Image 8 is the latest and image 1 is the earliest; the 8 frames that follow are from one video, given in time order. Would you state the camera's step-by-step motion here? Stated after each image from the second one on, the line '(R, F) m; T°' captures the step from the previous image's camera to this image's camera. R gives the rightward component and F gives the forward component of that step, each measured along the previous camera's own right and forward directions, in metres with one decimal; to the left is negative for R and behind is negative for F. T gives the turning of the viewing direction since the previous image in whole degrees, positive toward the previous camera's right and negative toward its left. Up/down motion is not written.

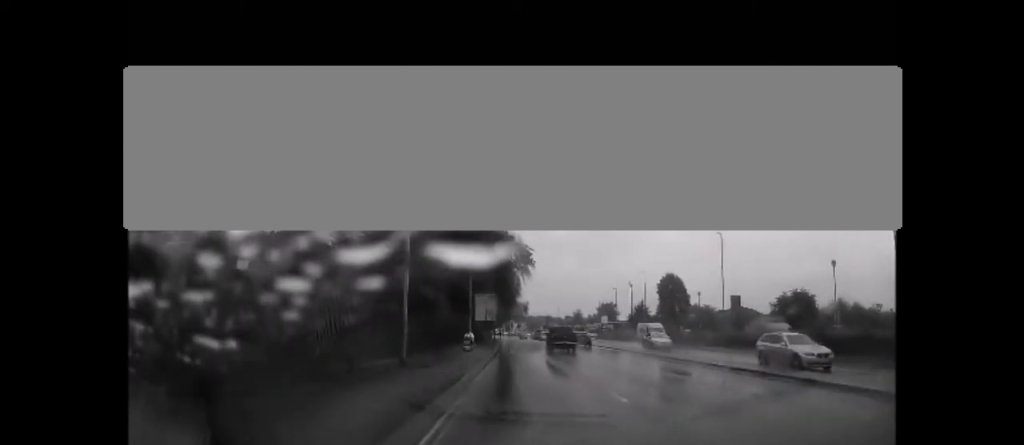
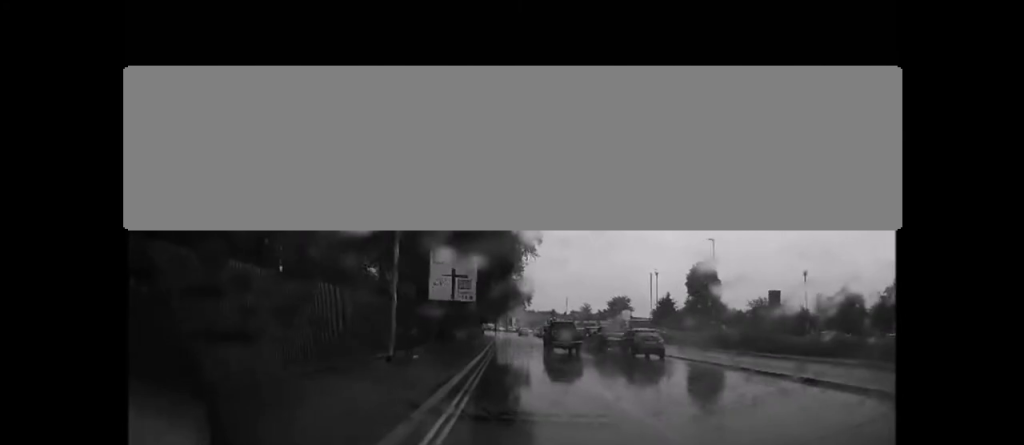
(+0.9, +26.2) m; +2°
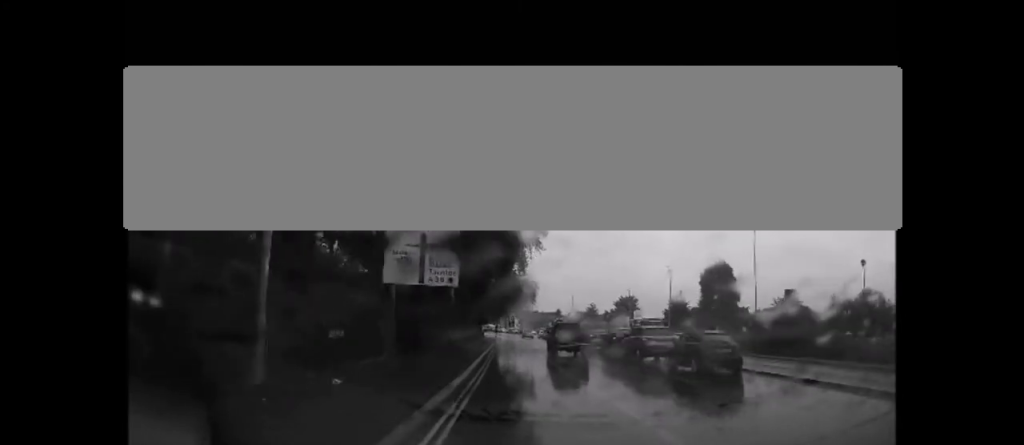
(0.0, +8.4) m; 0°
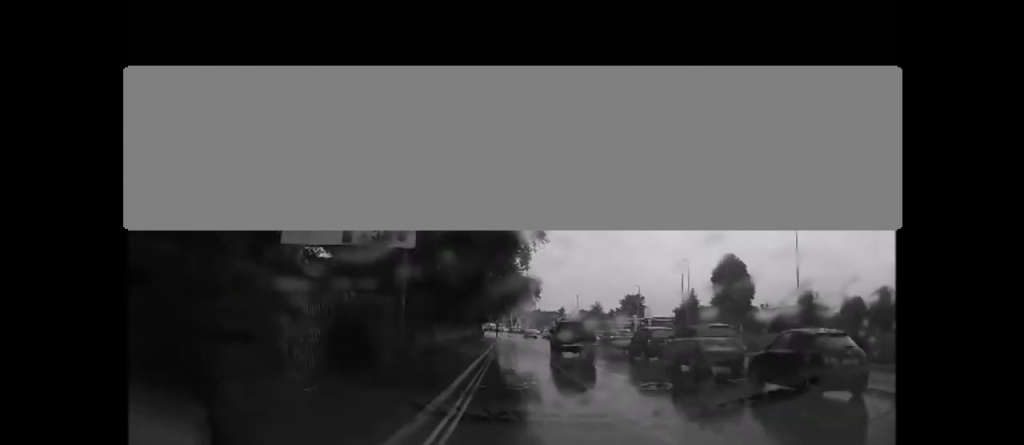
(0.0, +6.6) m; 0°
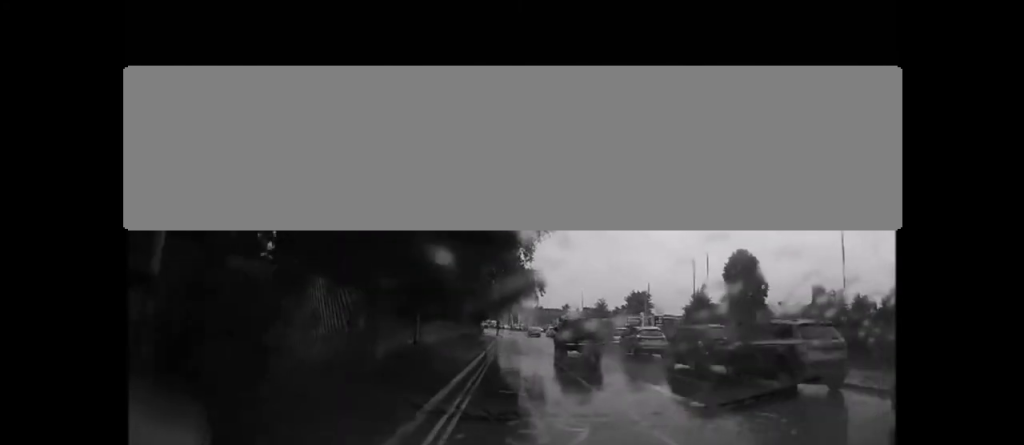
(0.0, +5.7) m; 0°
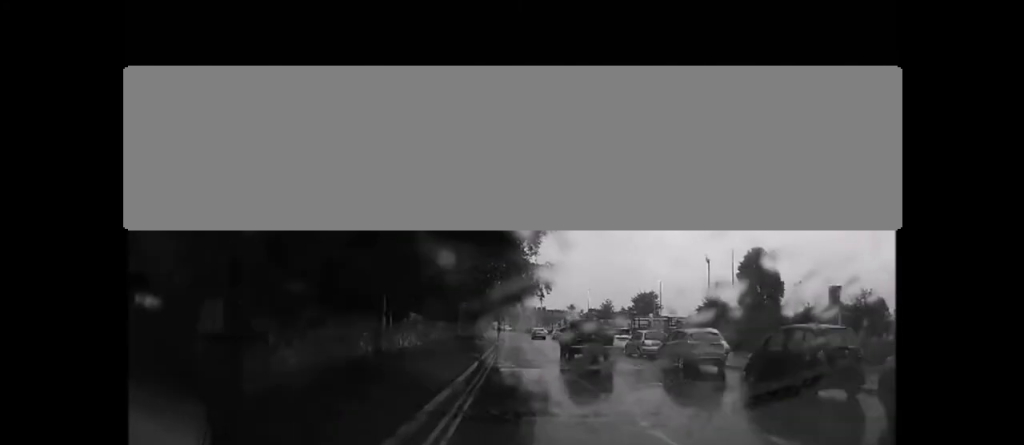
(0.0, +6.1) m; 0°
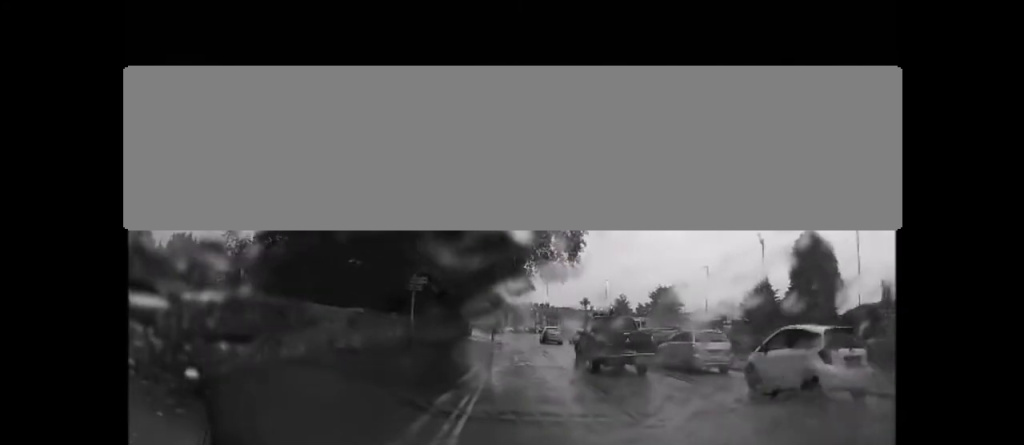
(-0.2, +20.9) m; -1°
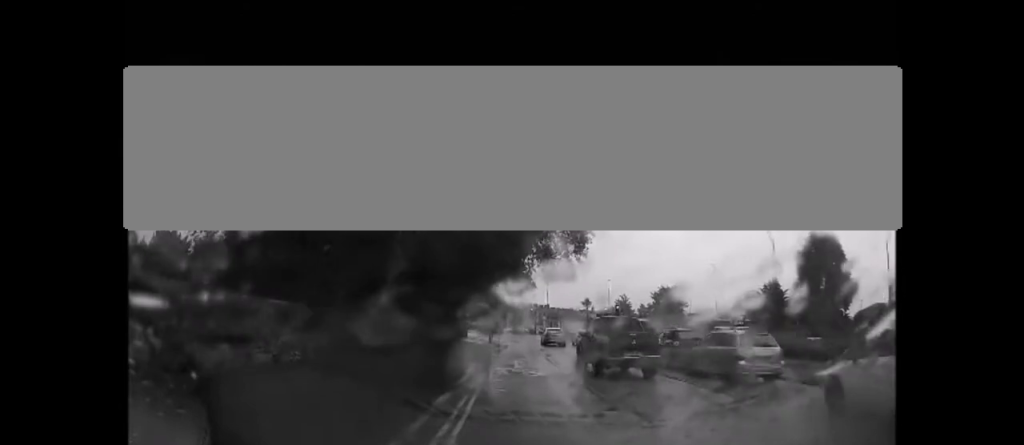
(-0.1, +3.4) m; +2°
